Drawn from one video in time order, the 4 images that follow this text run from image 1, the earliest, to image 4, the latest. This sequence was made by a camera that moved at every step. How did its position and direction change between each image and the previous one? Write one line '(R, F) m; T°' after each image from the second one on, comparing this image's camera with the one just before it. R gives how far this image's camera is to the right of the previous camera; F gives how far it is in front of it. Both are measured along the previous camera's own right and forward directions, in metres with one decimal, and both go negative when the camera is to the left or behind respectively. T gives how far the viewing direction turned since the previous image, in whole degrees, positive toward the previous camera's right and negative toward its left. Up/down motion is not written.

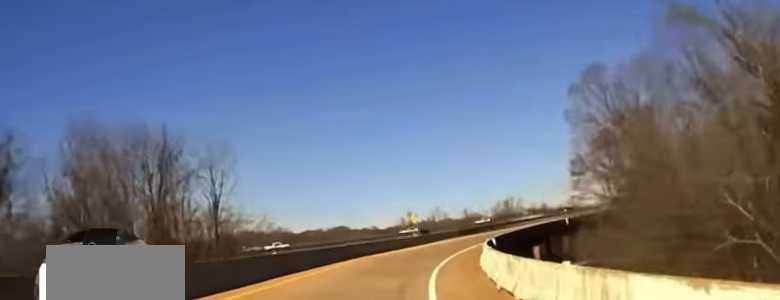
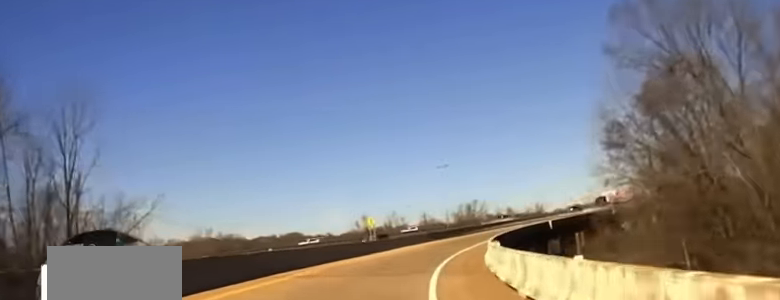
(+0.4, +18.5) m; +4°
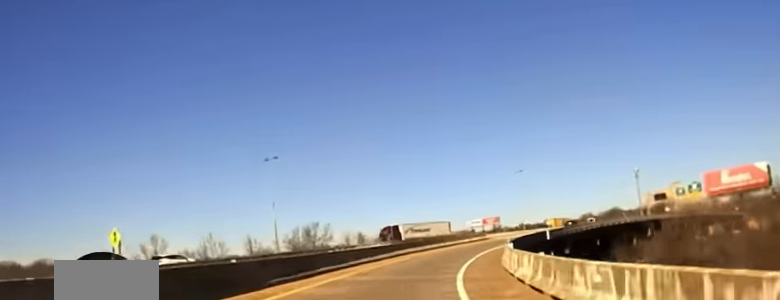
(+6.7, +58.6) m; +14°
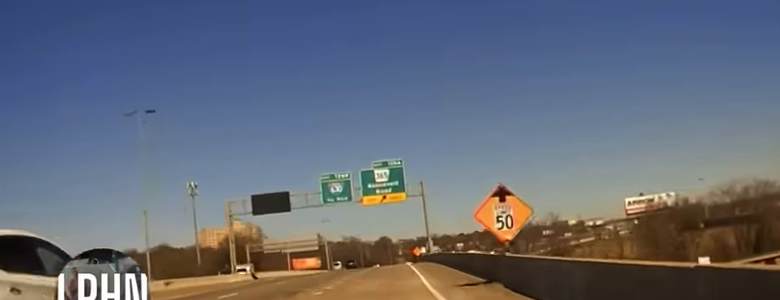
(+57.1, +154.6) m; +37°
